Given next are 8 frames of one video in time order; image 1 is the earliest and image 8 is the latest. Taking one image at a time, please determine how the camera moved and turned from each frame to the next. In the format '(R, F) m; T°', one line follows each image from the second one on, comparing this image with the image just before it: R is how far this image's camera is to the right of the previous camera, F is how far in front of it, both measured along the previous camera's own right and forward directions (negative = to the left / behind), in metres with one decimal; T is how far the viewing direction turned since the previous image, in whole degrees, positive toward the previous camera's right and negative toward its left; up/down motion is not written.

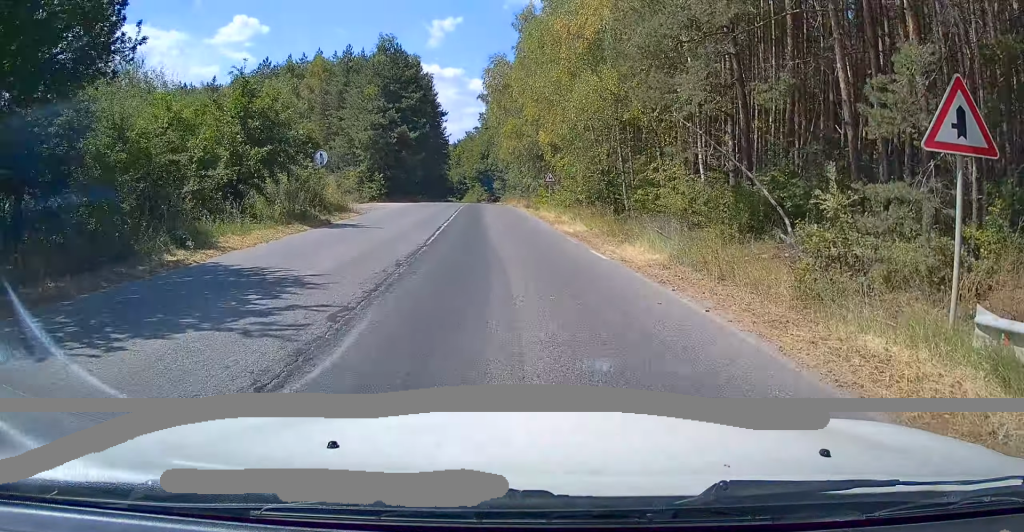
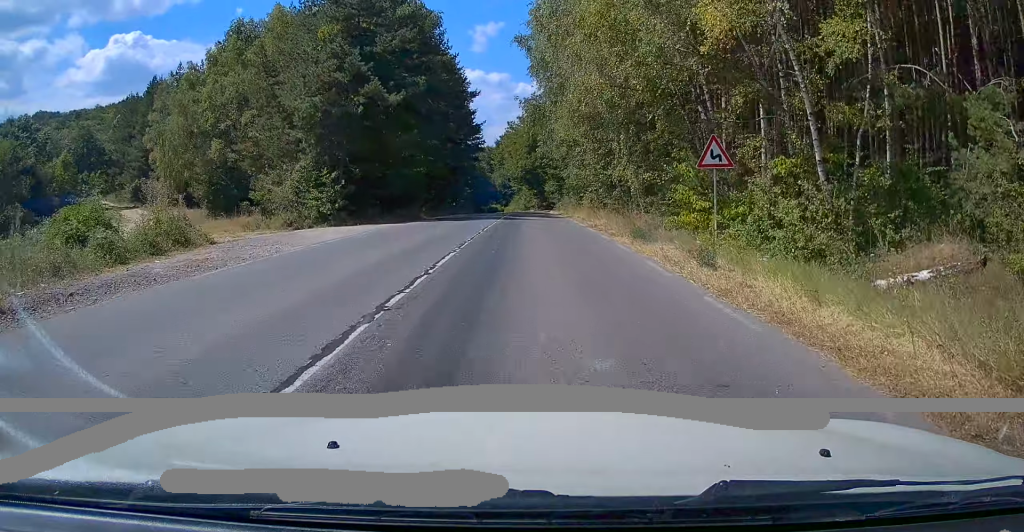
(-1.8, +24.2) m; -8°
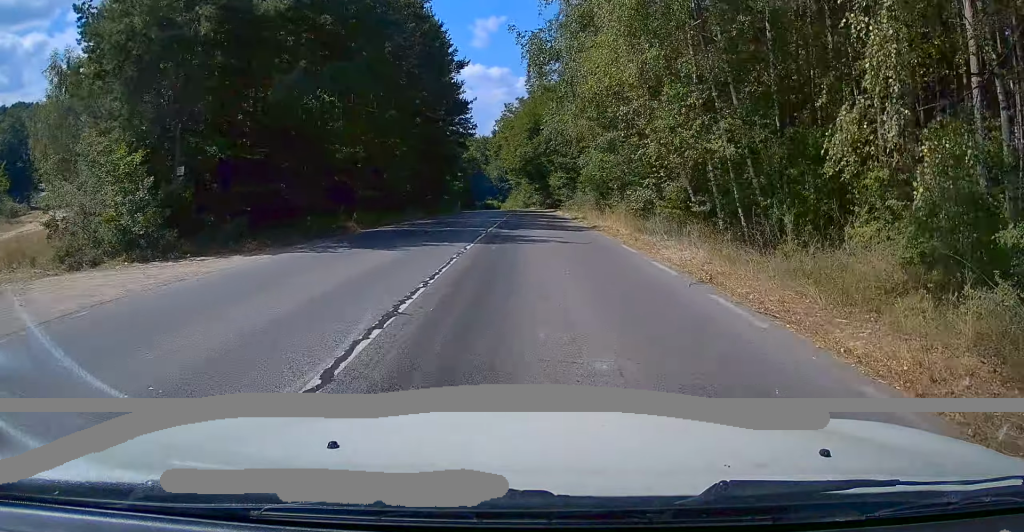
(0.0, +15.5) m; -2°
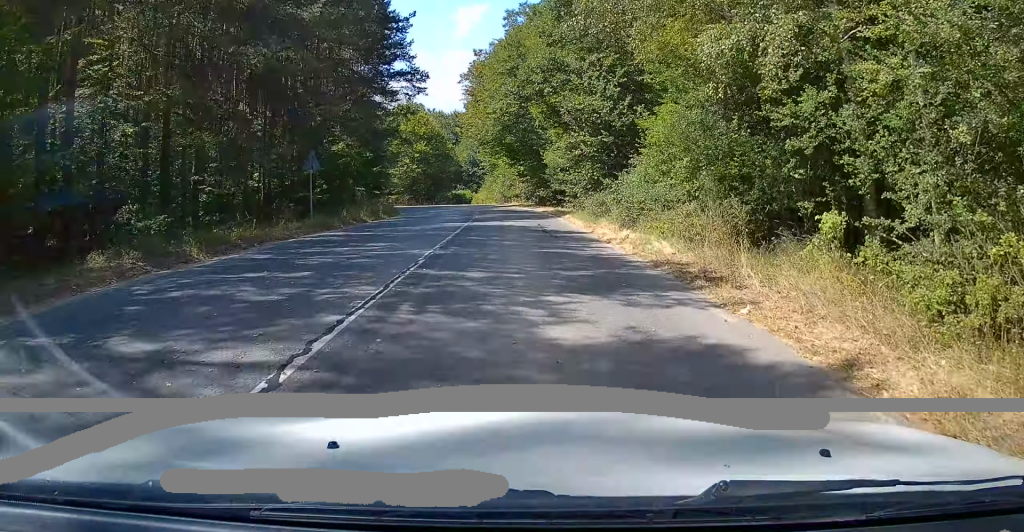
(-0.9, +27.9) m; -2°
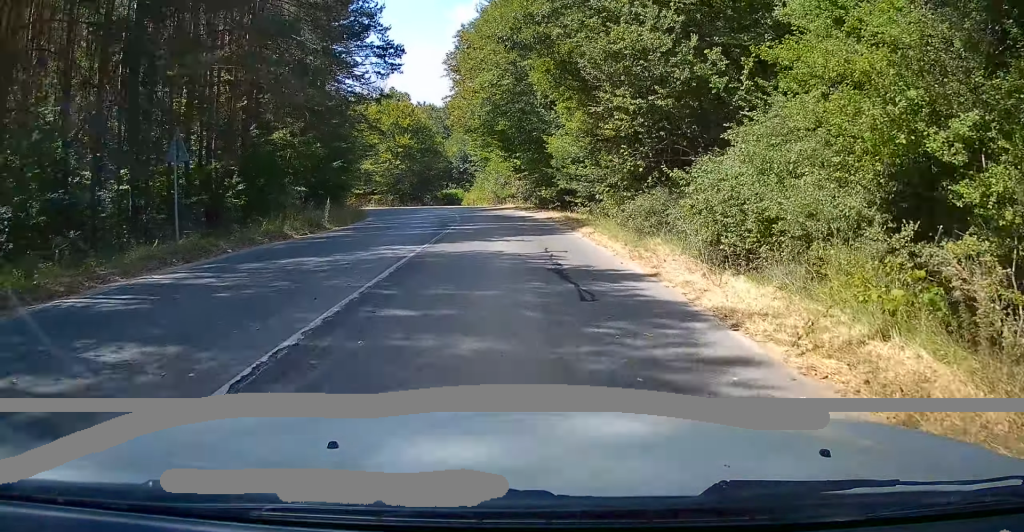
(0.0, +9.3) m; 0°
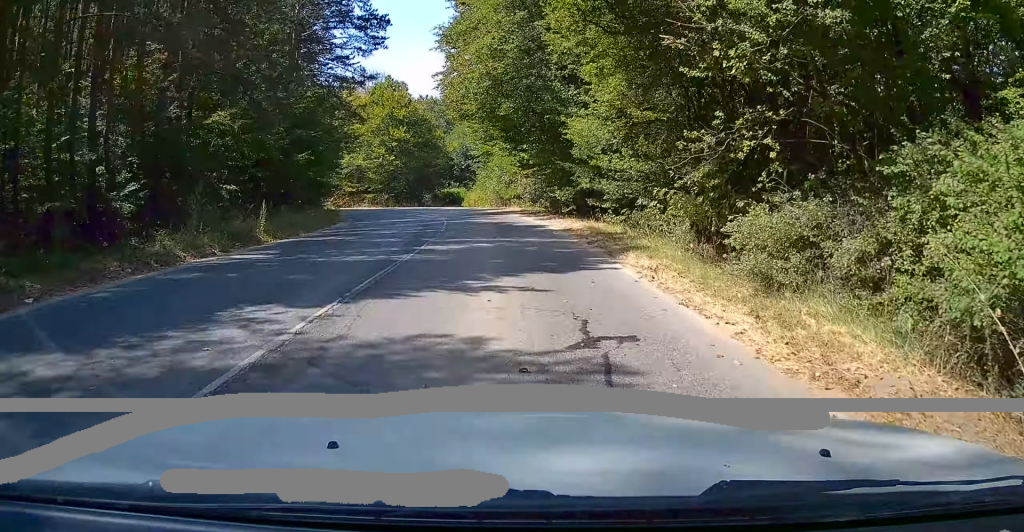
(+0.1, +7.1) m; -1°
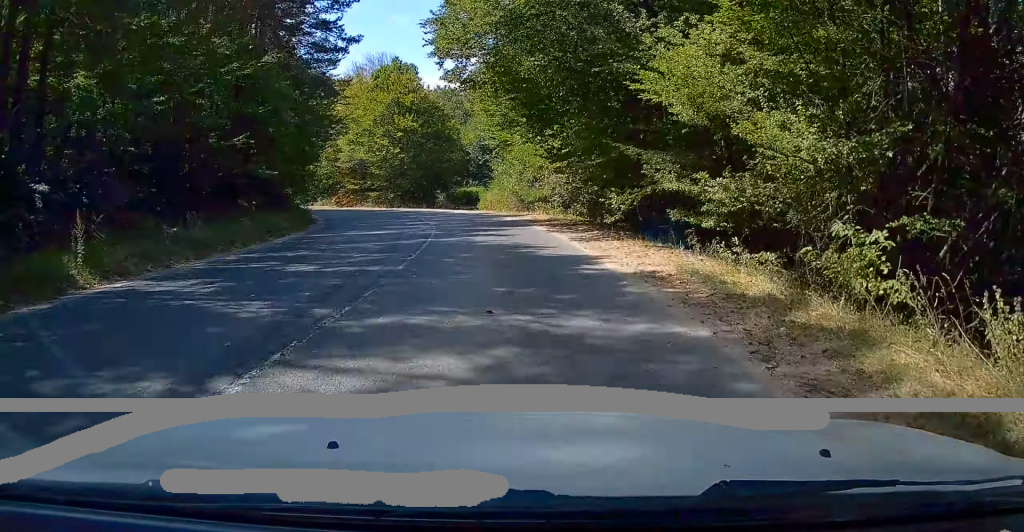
(-0.1, +9.4) m; -2°
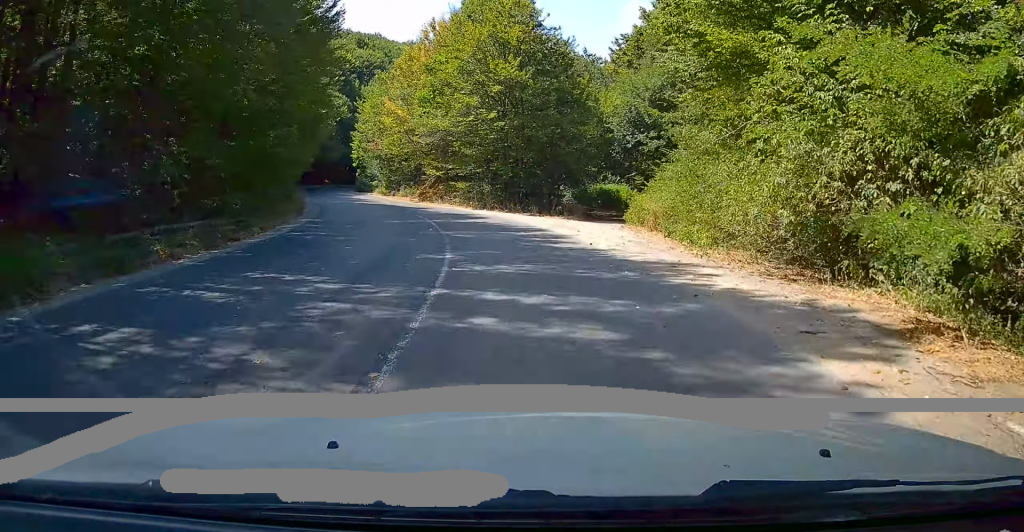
(-1.3, +22.2) m; -10°
